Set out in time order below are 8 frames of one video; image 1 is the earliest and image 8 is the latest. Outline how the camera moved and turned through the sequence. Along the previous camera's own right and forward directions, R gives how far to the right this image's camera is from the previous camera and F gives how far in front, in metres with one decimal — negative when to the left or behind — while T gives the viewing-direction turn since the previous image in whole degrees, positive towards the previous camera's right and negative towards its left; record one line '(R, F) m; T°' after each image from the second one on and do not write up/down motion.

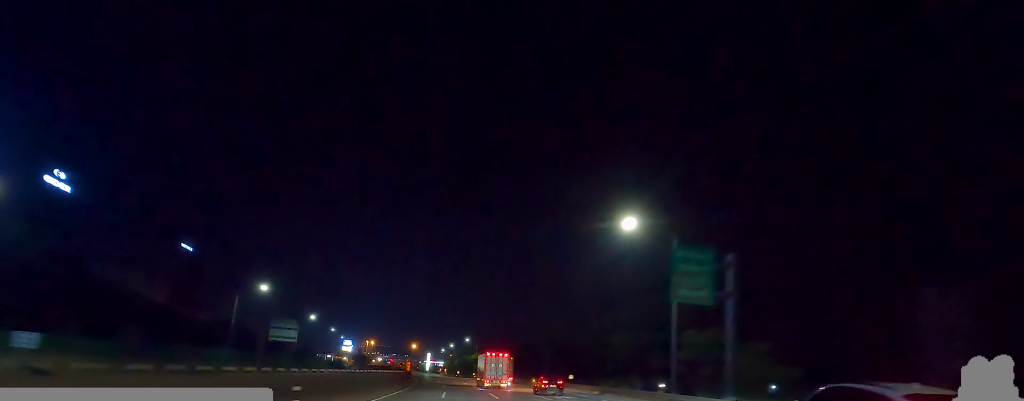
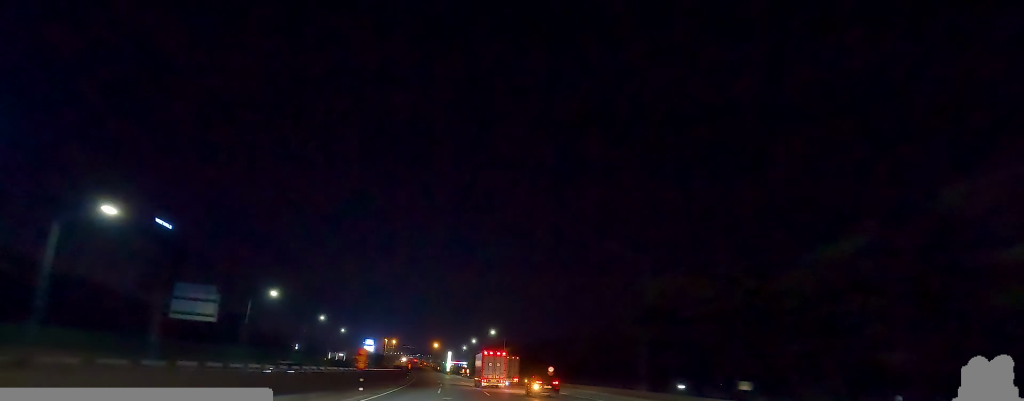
(-2.1, +37.8) m; -6°
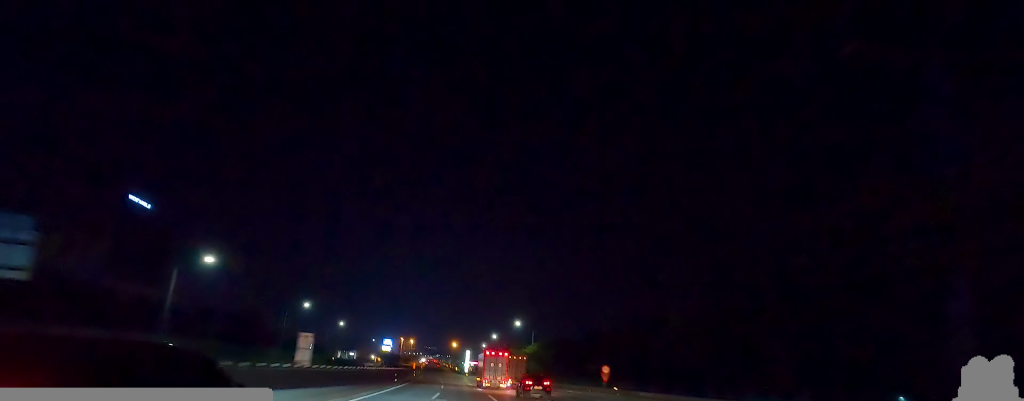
(0.0, +27.4) m; 0°
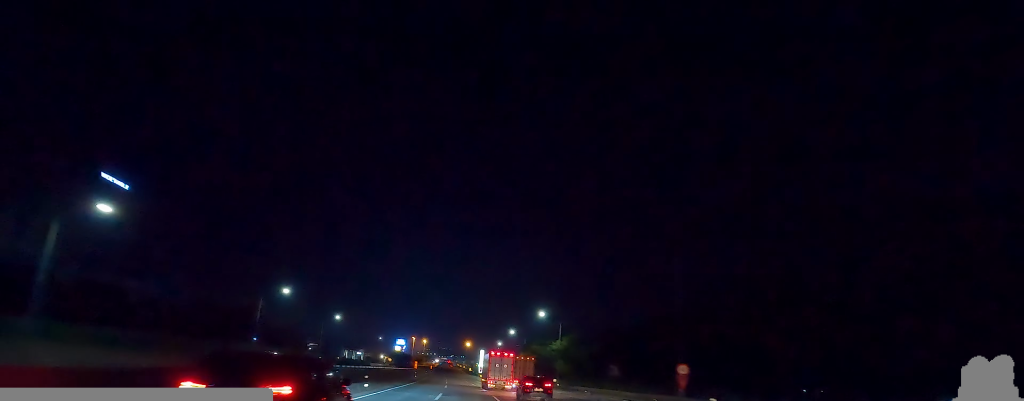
(0.0, +20.0) m; 0°
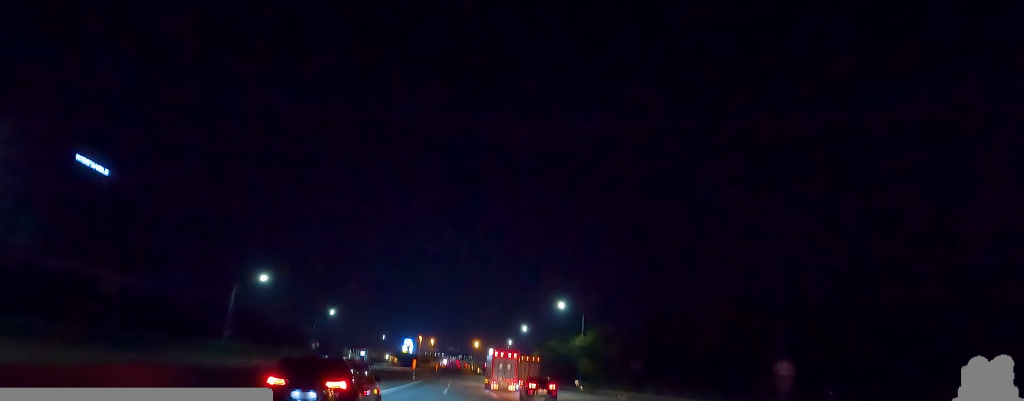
(-0.1, +13.3) m; 0°
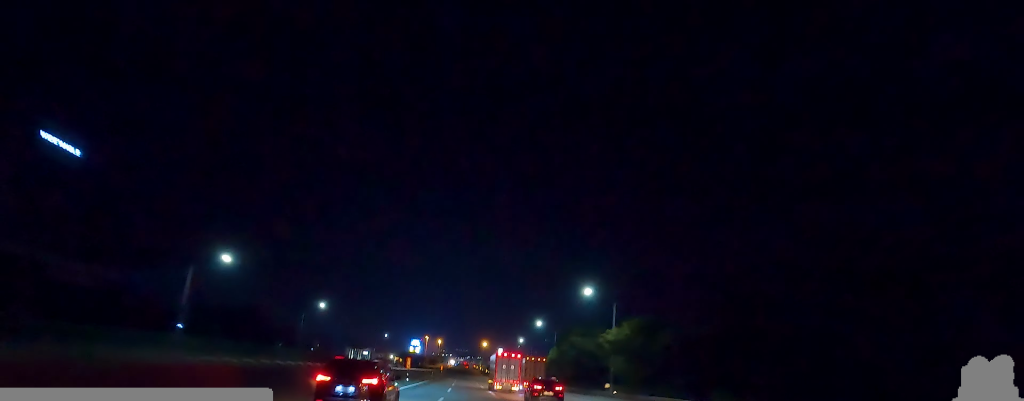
(-0.1, +14.3) m; 0°
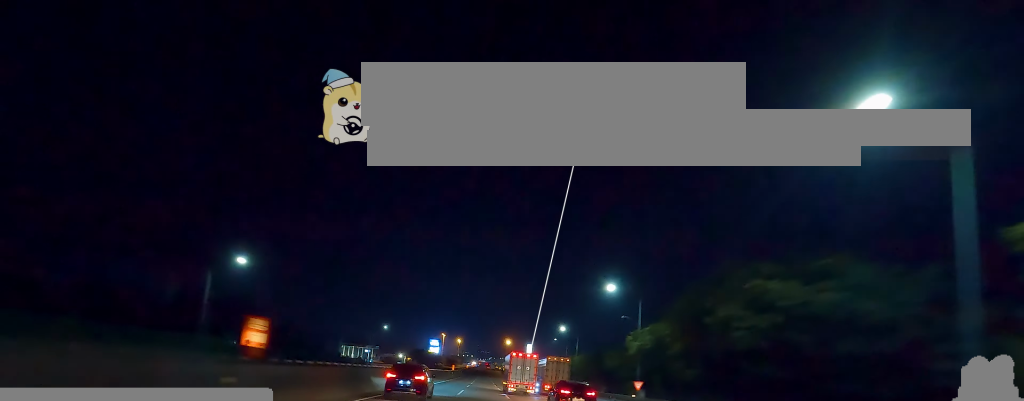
(-0.1, +45.5) m; -2°
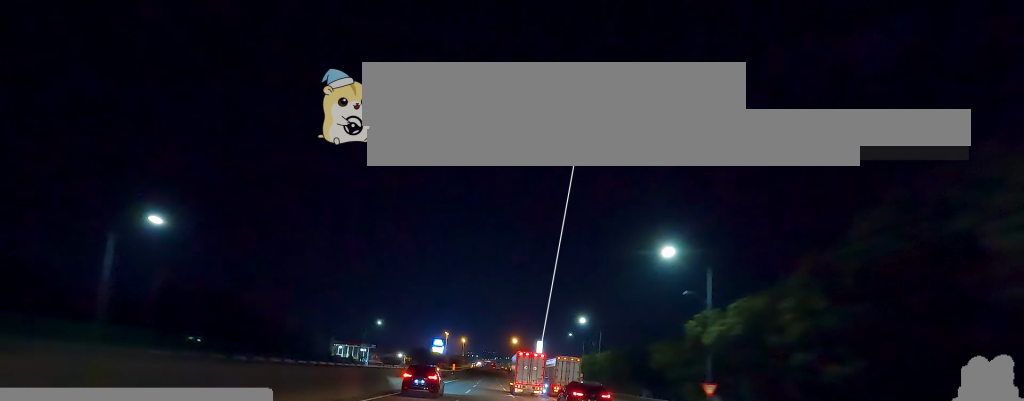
(-0.1, +17.5) m; -1°
